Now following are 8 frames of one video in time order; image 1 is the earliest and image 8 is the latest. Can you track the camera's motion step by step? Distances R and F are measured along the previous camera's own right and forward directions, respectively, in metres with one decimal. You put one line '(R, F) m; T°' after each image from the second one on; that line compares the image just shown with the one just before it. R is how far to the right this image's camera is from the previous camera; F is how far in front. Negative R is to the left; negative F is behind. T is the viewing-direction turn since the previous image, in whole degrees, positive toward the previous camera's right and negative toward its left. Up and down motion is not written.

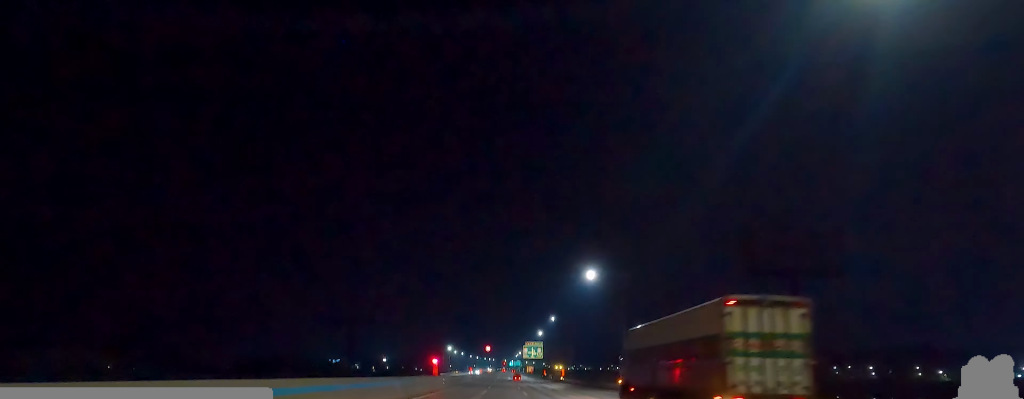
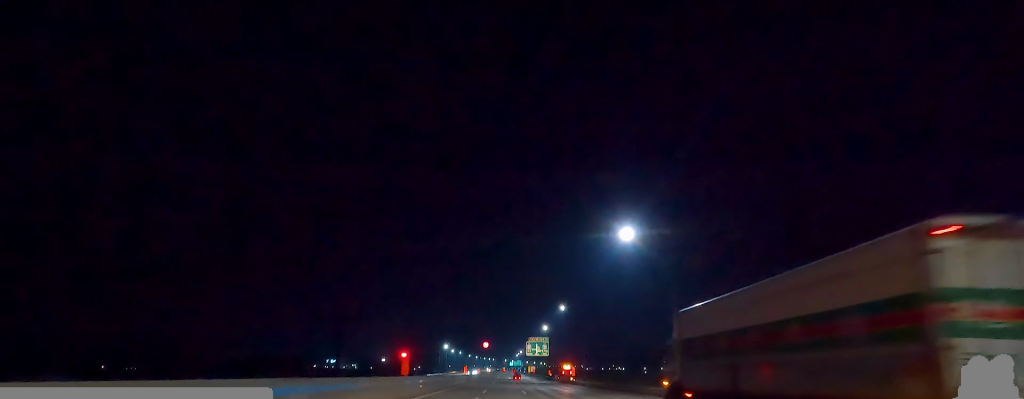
(-0.4, +16.8) m; -1°
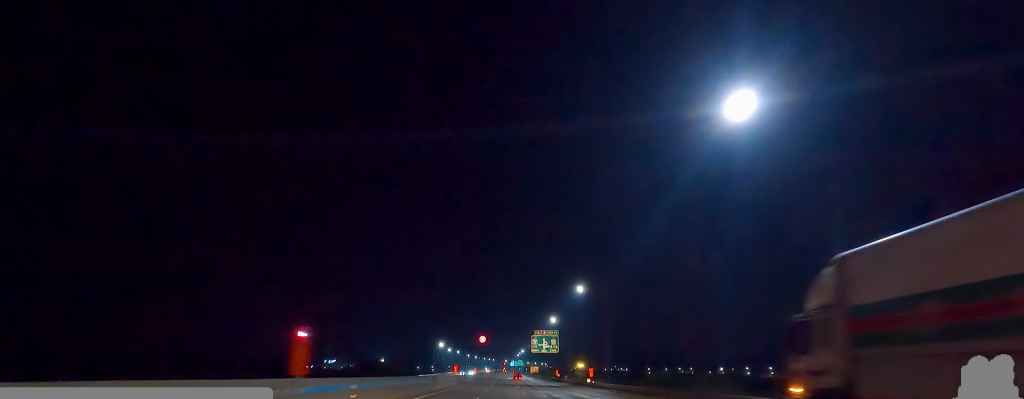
(+0.2, +19.6) m; +1°
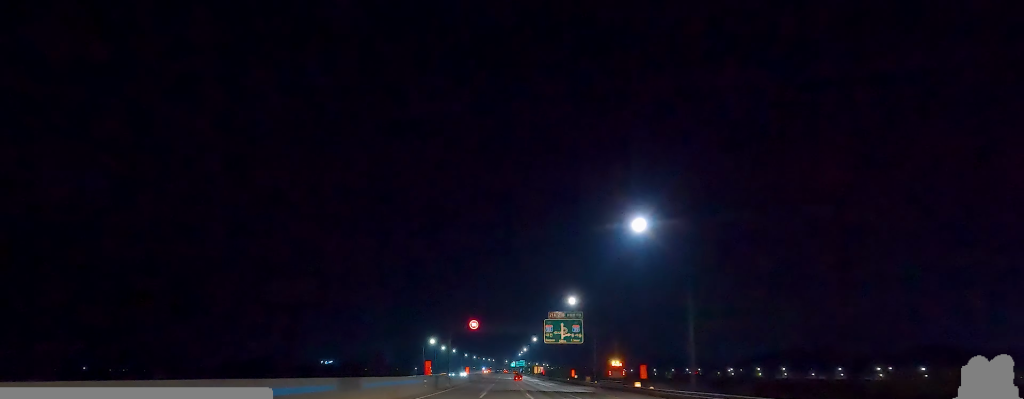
(0.0, +29.1) m; 0°
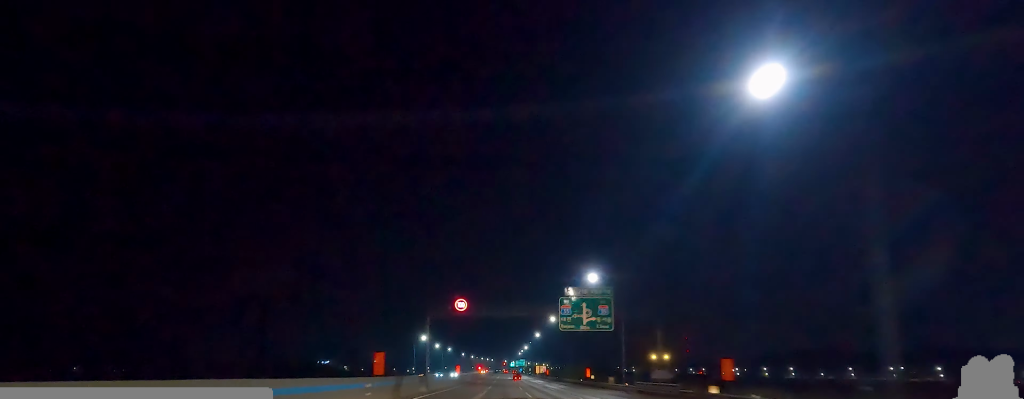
(0.0, +18.8) m; +2°
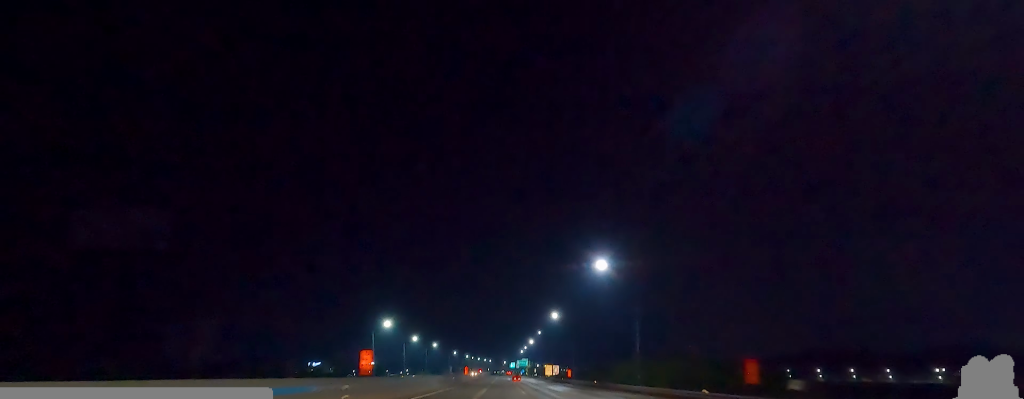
(+1.2, +53.3) m; -1°
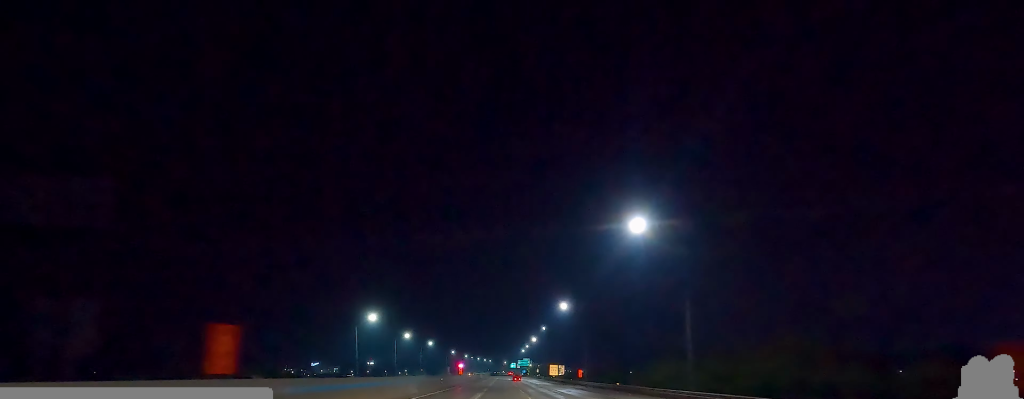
(-0.3, +14.0) m; -2°
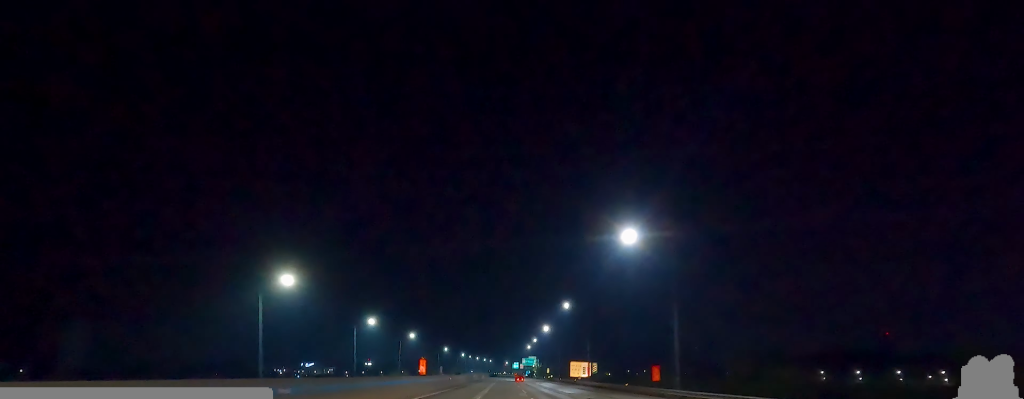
(-0.2, +42.9) m; 0°
